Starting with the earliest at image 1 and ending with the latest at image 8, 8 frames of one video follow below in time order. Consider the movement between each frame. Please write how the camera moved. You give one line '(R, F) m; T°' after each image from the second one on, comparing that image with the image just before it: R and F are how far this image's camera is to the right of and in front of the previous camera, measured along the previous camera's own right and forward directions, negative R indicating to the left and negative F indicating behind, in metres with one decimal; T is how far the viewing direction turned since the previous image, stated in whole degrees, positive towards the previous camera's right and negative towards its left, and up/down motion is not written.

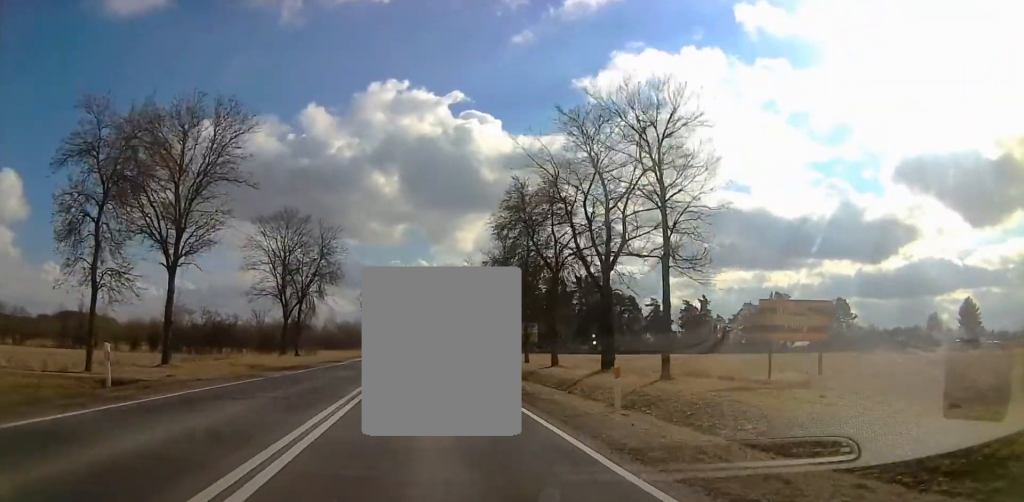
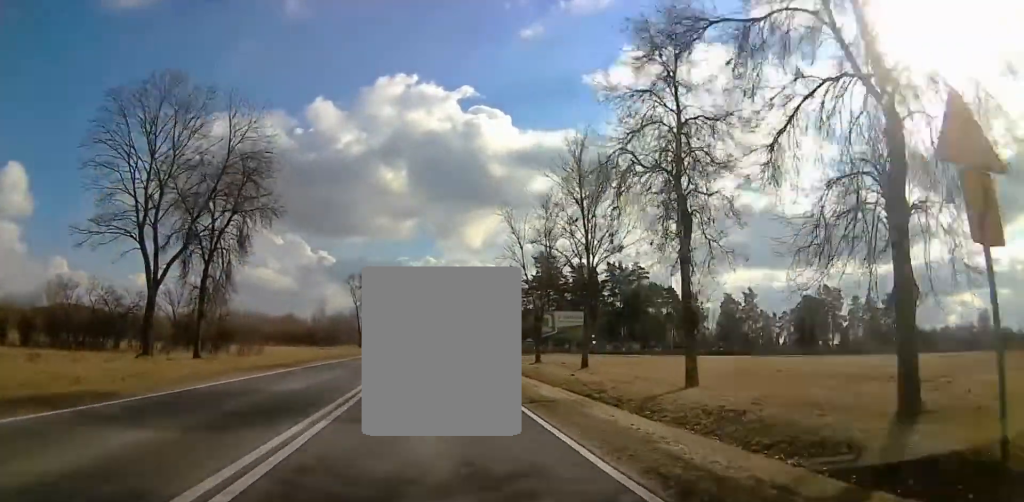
(-0.8, +32.9) m; -2°
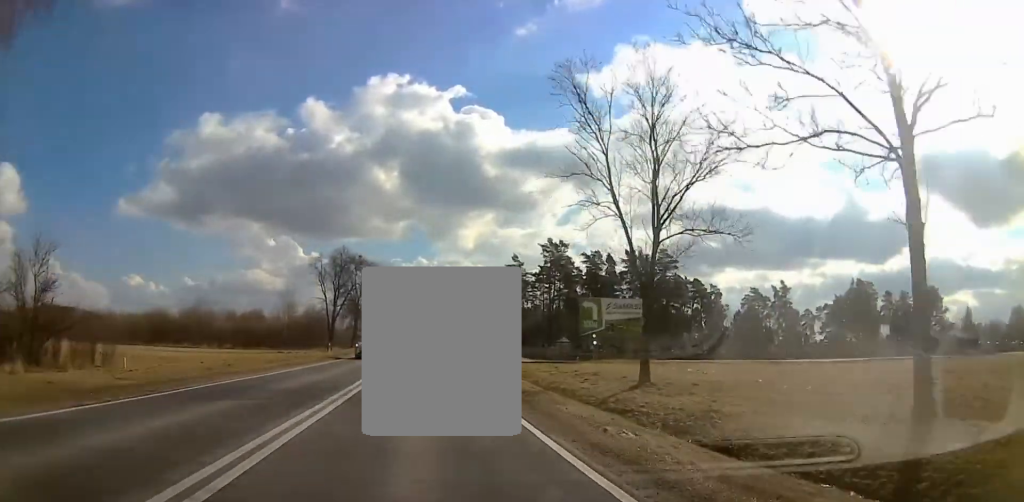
(-0.2, +27.2) m; +1°
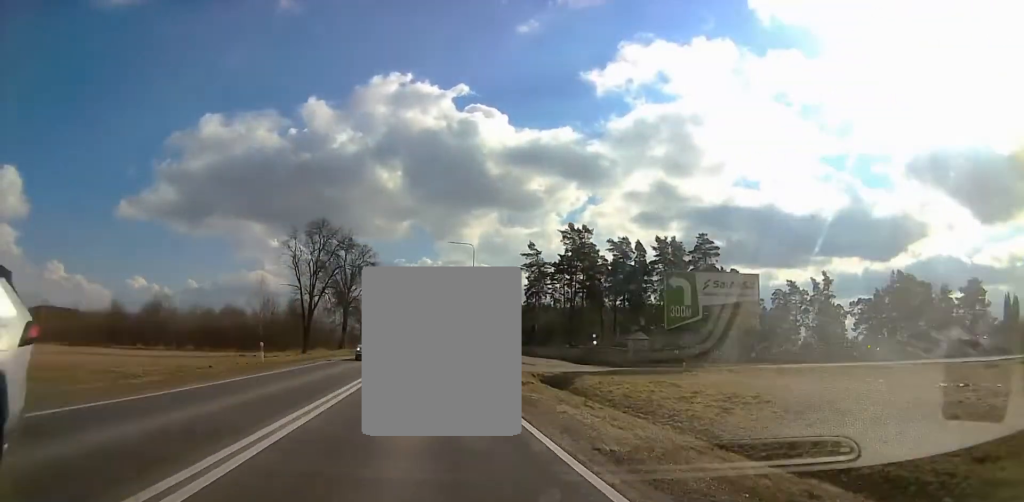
(+0.7, +21.6) m; +1°
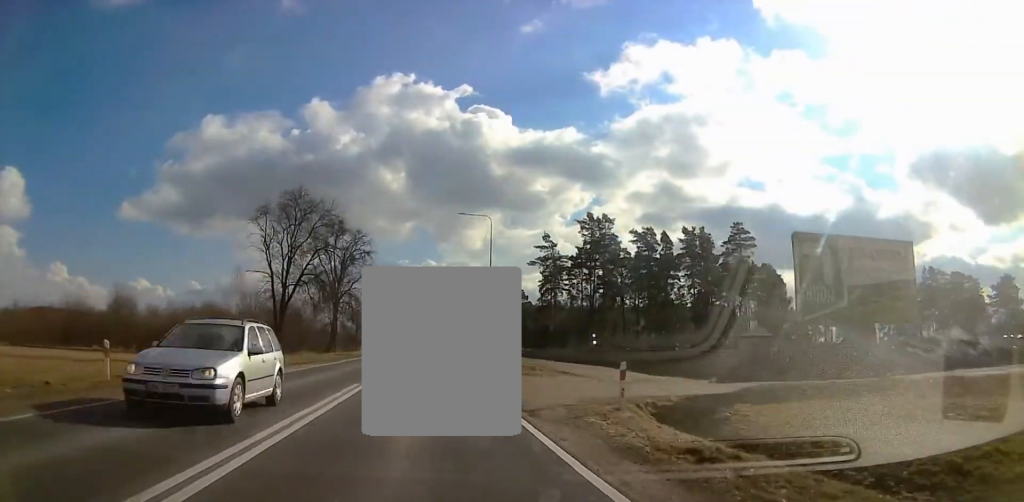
(+0.1, +14.8) m; 0°
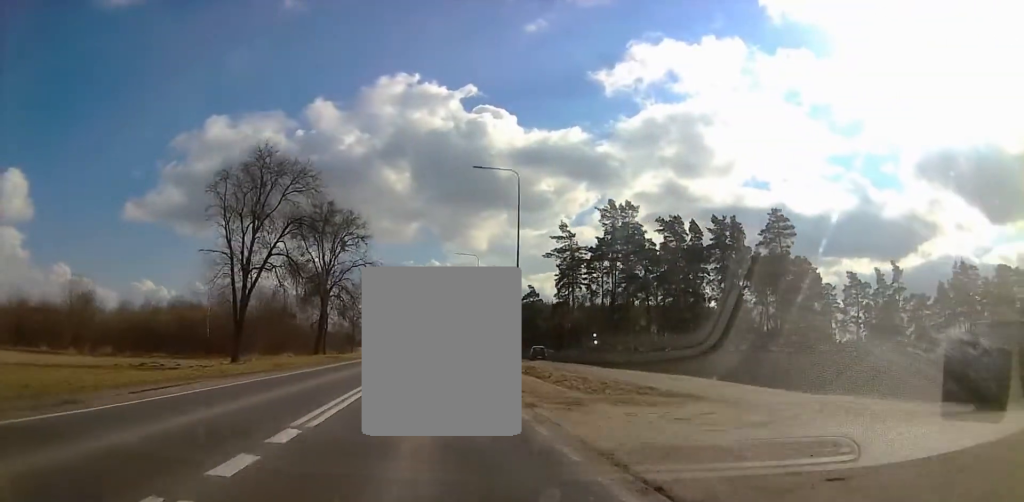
(-0.2, +12.9) m; -1°
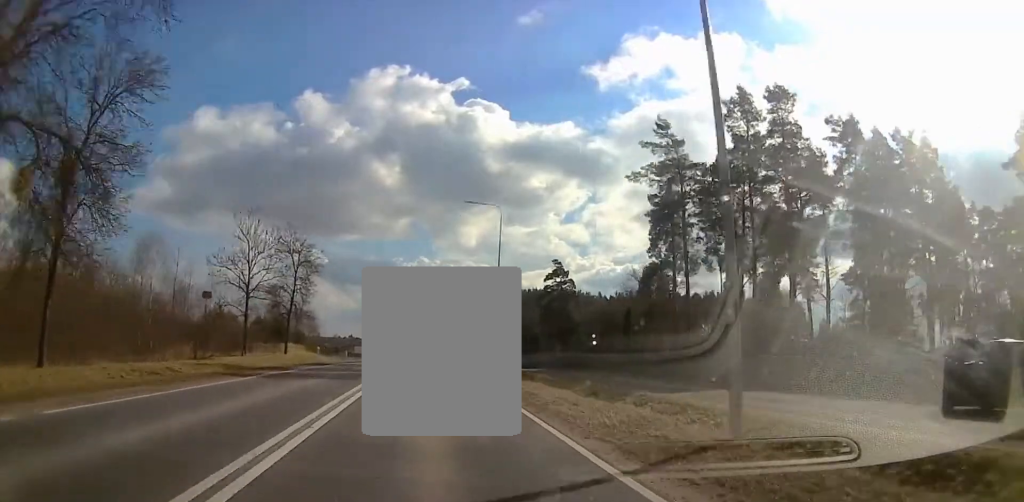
(0.0, +59.7) m; +2°
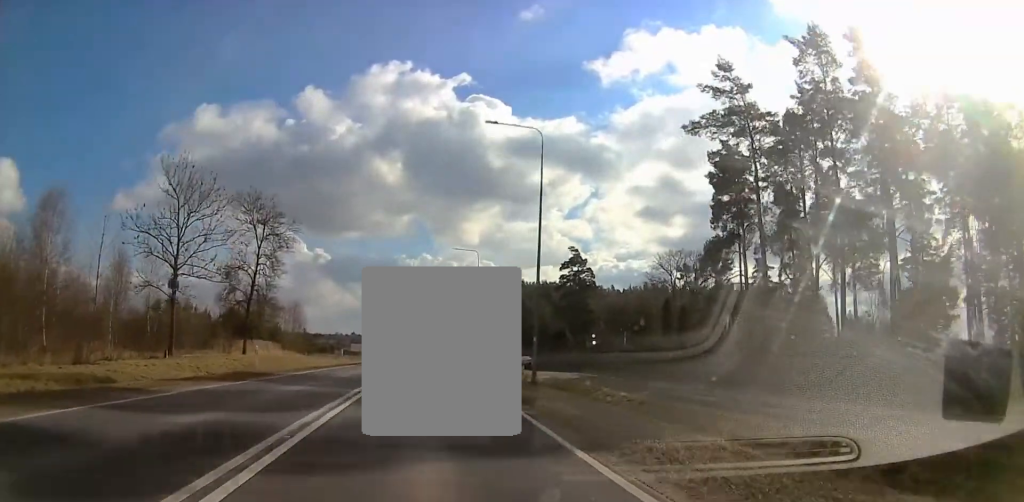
(+0.6, +16.9) m; -2°
